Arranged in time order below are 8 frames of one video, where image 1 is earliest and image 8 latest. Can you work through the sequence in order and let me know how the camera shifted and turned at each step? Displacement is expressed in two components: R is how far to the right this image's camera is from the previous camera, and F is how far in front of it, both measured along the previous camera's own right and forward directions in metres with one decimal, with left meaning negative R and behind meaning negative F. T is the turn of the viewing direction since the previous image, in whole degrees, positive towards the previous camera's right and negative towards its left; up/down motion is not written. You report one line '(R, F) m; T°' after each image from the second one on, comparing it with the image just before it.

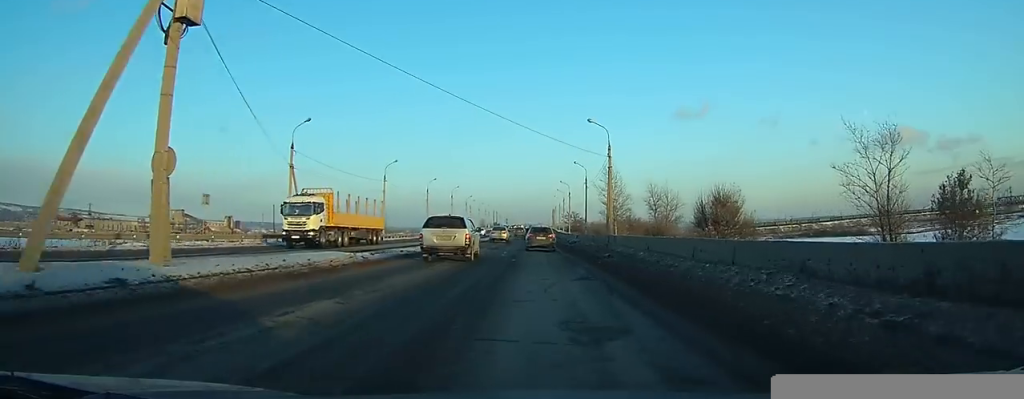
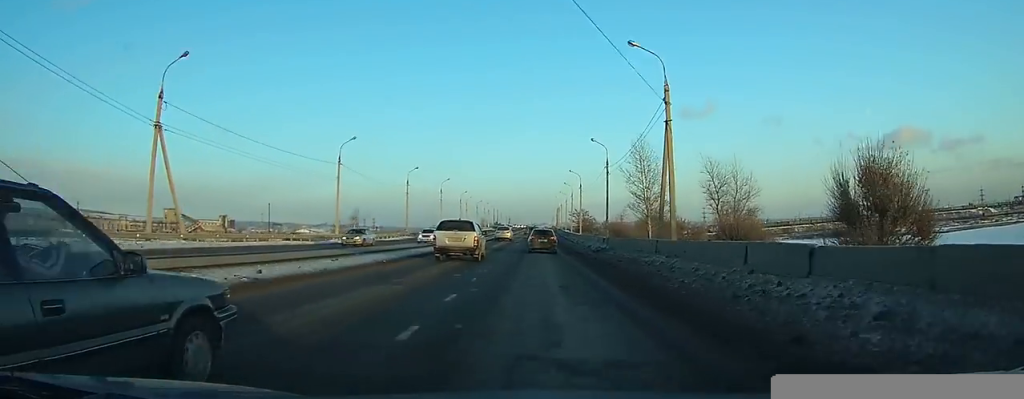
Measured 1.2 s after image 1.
(0.0, +21.3) m; 0°
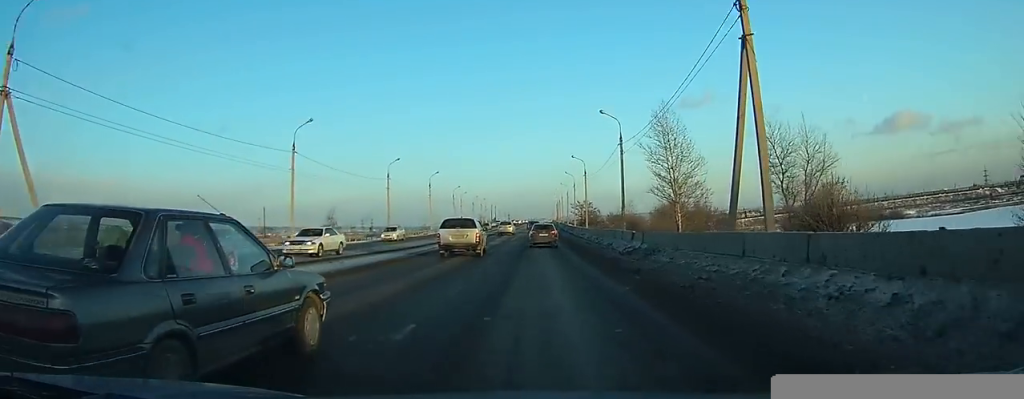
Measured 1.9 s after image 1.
(0.0, +11.8) m; 0°
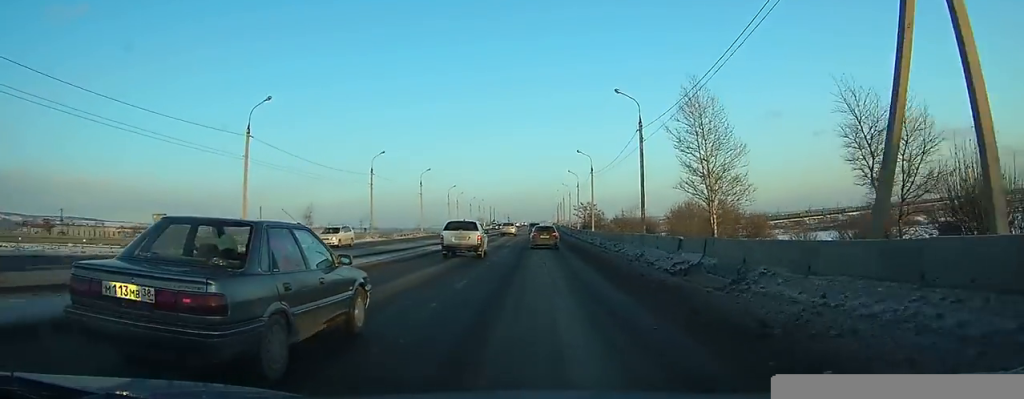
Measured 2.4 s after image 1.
(0.0, +8.8) m; 0°
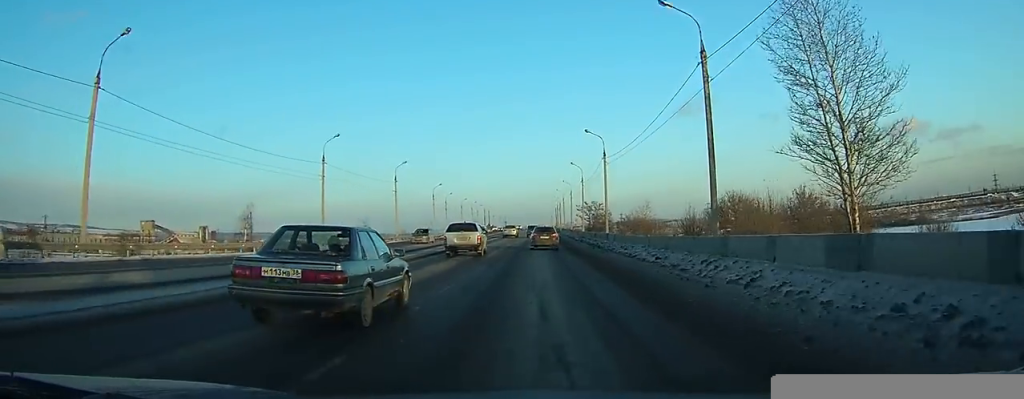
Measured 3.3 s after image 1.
(0.0, +16.4) m; 0°
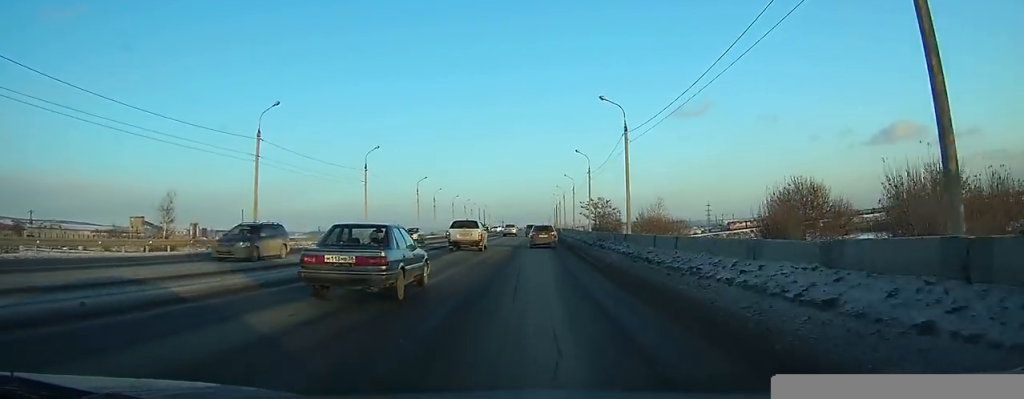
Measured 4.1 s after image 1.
(0.0, +14.1) m; 0°
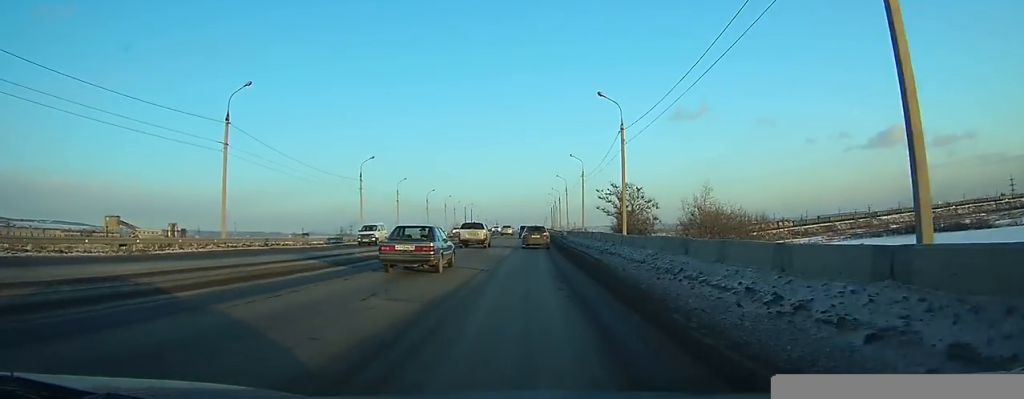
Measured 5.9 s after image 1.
(+0.1, +31.9) m; 0°
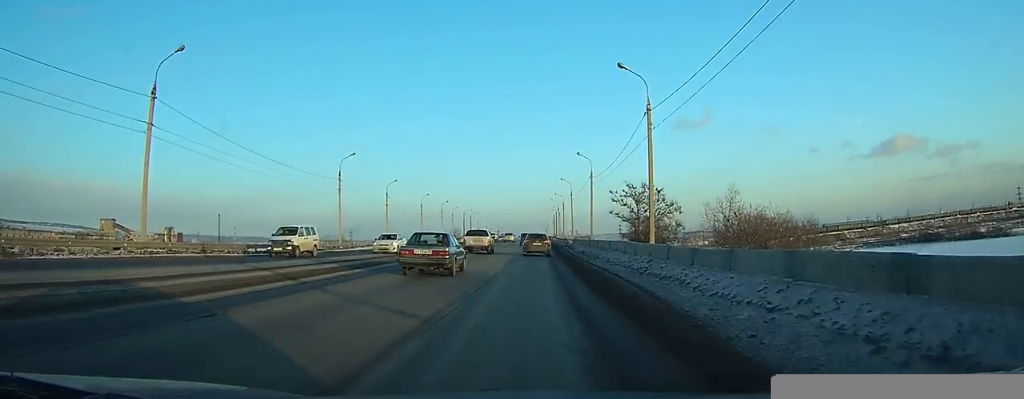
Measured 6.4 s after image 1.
(0.0, +9.0) m; 0°
